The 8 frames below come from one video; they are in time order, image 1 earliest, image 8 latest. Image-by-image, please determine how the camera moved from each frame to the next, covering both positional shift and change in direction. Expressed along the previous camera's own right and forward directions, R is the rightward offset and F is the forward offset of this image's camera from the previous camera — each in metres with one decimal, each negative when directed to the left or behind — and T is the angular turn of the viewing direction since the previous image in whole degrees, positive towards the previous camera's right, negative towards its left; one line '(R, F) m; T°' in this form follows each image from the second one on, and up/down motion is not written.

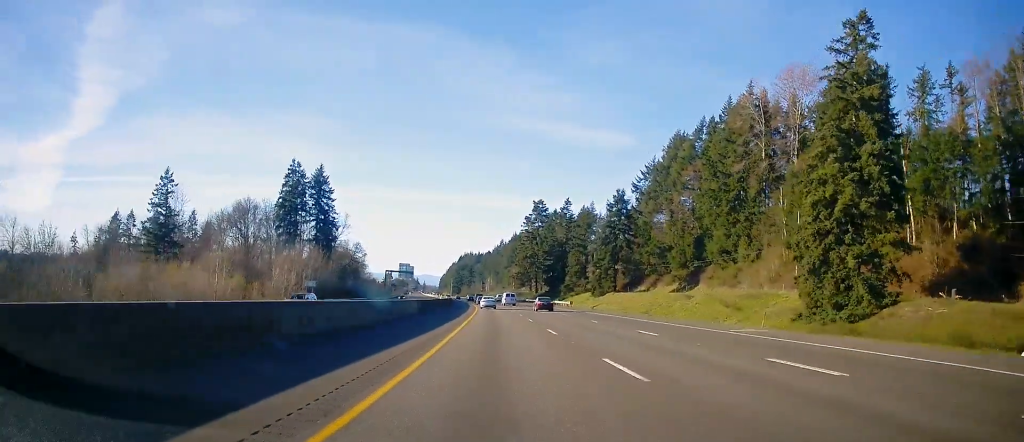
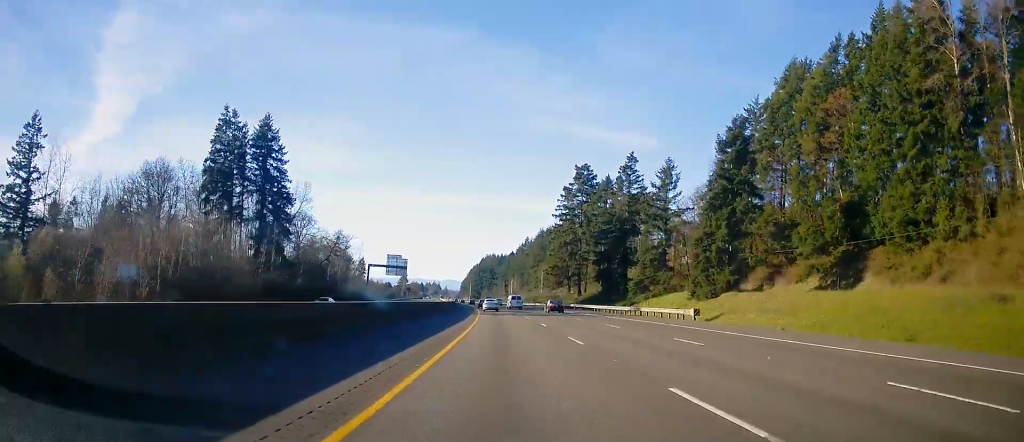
(-1.4, +53.2) m; -3°
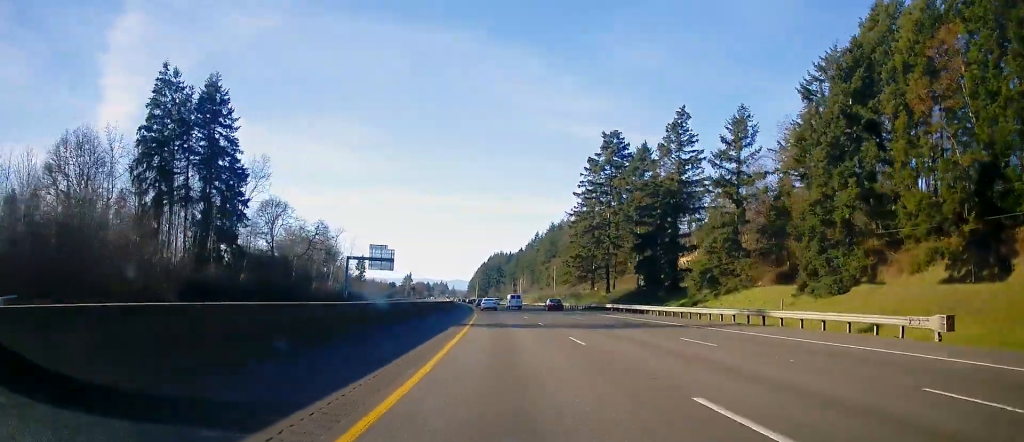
(-0.3, +25.6) m; 0°
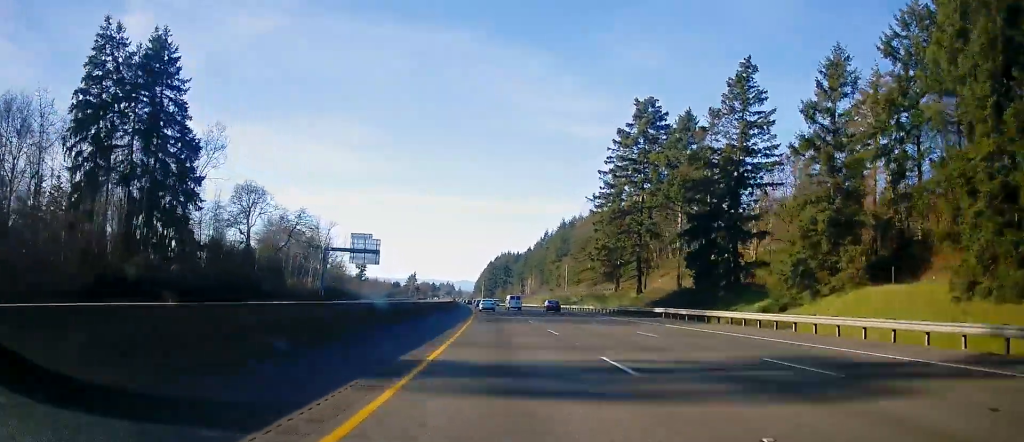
(-0.1, +18.9) m; -1°
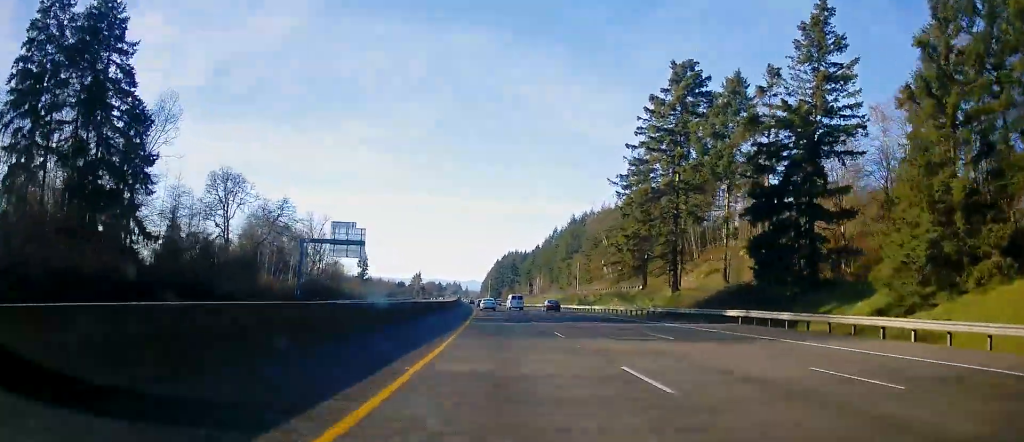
(+0.1, +14.5) m; -1°
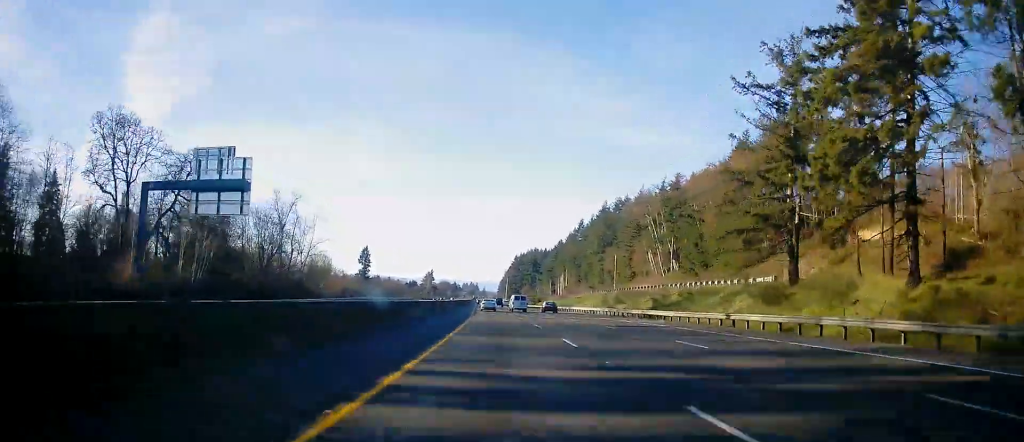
(-0.7, +41.2) m; -2°
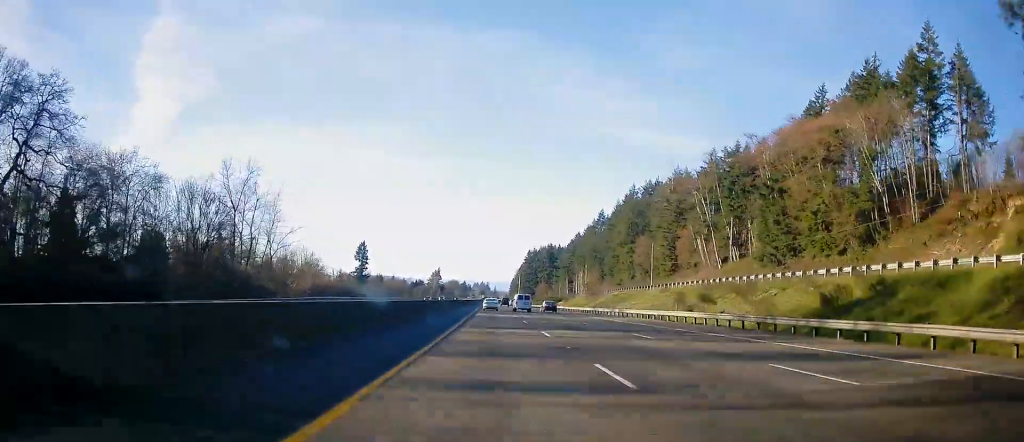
(-0.5, +32.2) m; -1°
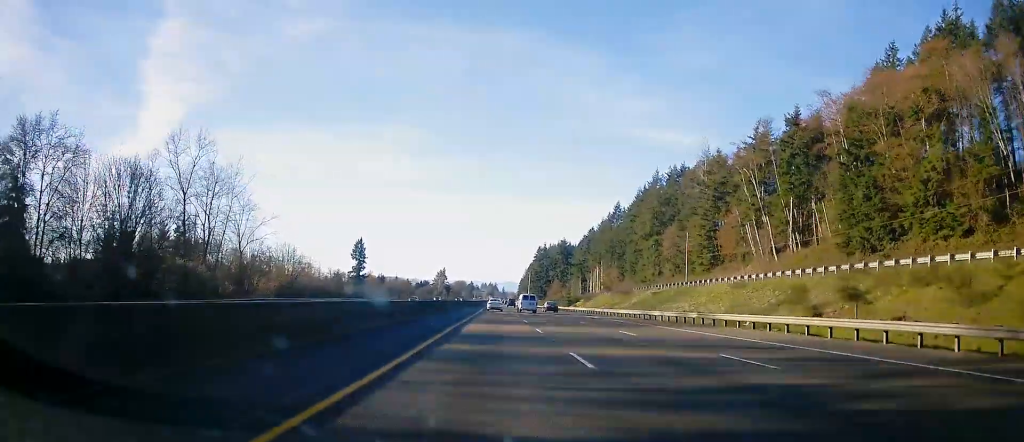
(-0.2, +22.1) m; 0°
